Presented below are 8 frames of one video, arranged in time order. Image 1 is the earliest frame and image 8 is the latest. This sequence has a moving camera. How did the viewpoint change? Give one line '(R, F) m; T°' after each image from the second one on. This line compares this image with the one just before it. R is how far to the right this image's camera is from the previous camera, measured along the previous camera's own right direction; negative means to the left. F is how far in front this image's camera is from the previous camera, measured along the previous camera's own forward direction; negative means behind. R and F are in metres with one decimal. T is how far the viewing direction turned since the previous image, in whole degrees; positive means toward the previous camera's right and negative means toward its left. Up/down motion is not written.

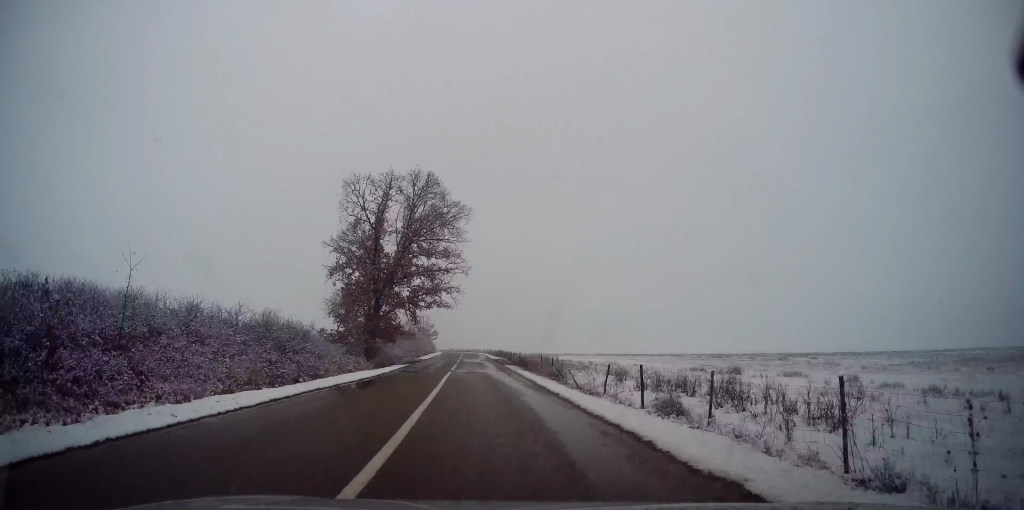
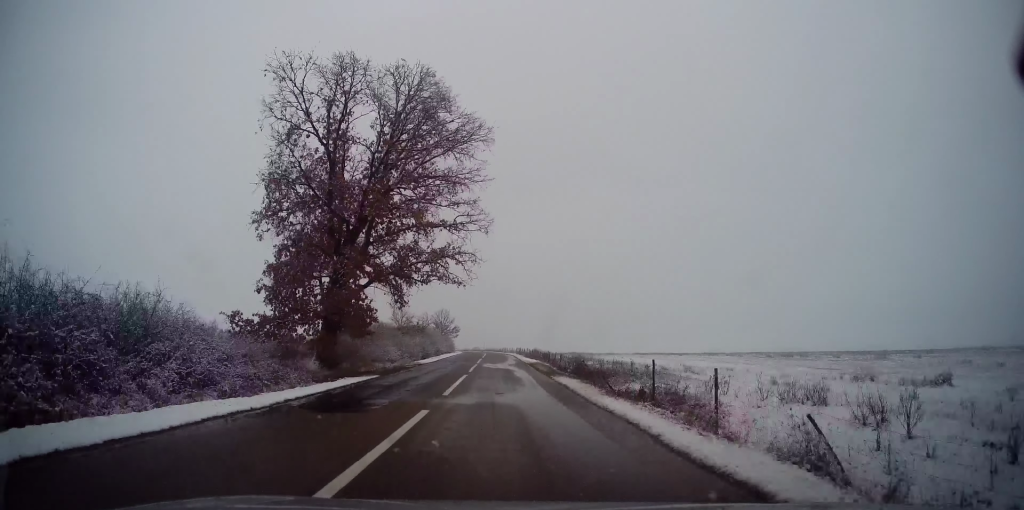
(-0.6, +17.5) m; -3°
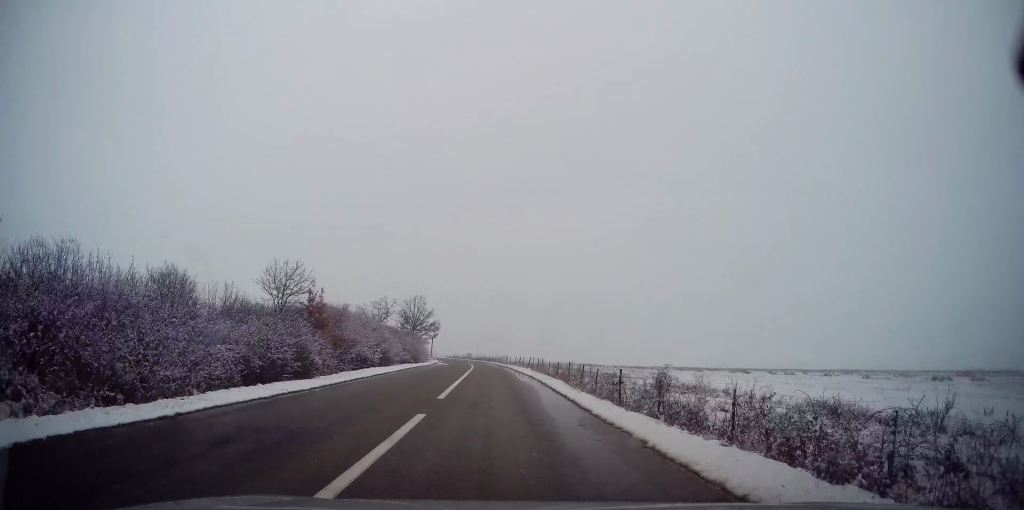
(-0.7, +36.6) m; -1°
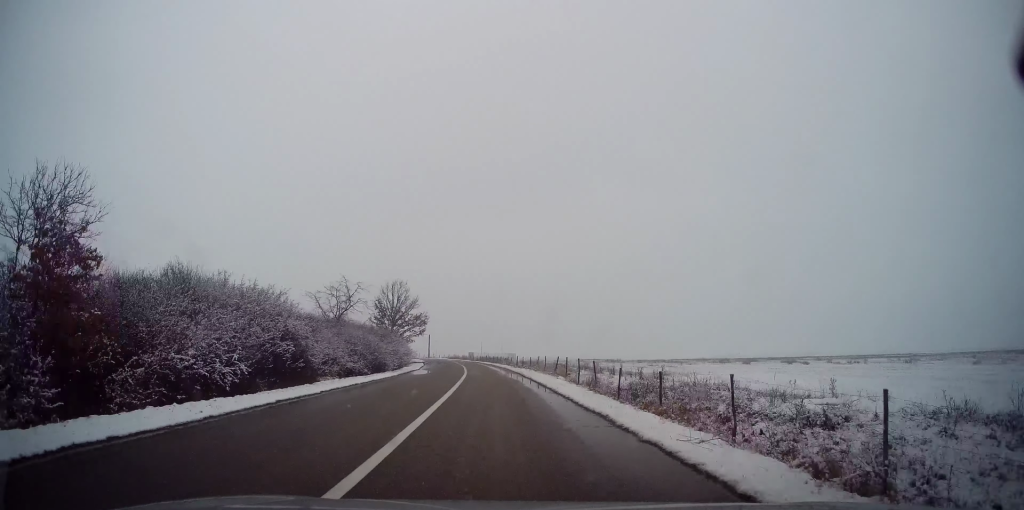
(0.0, +17.5) m; -1°
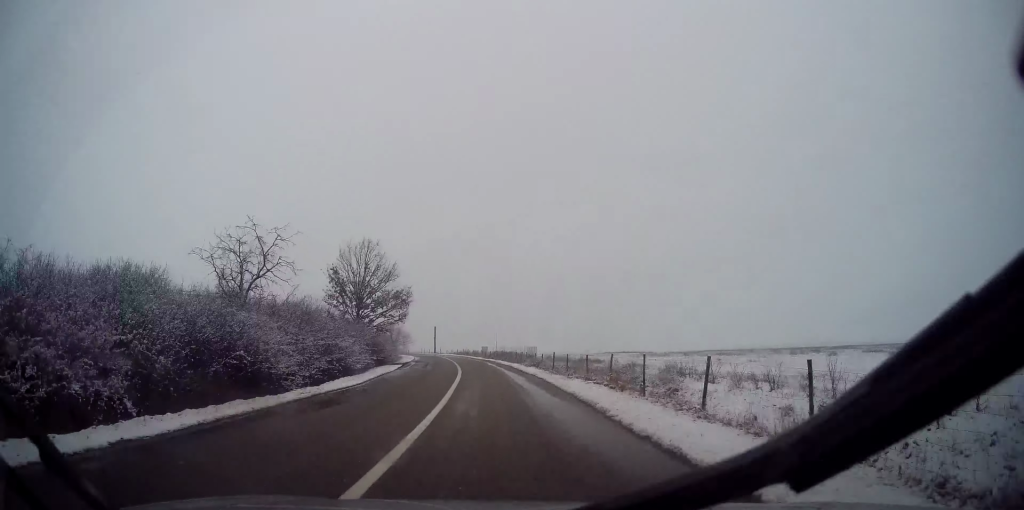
(-0.3, +19.7) m; -2°
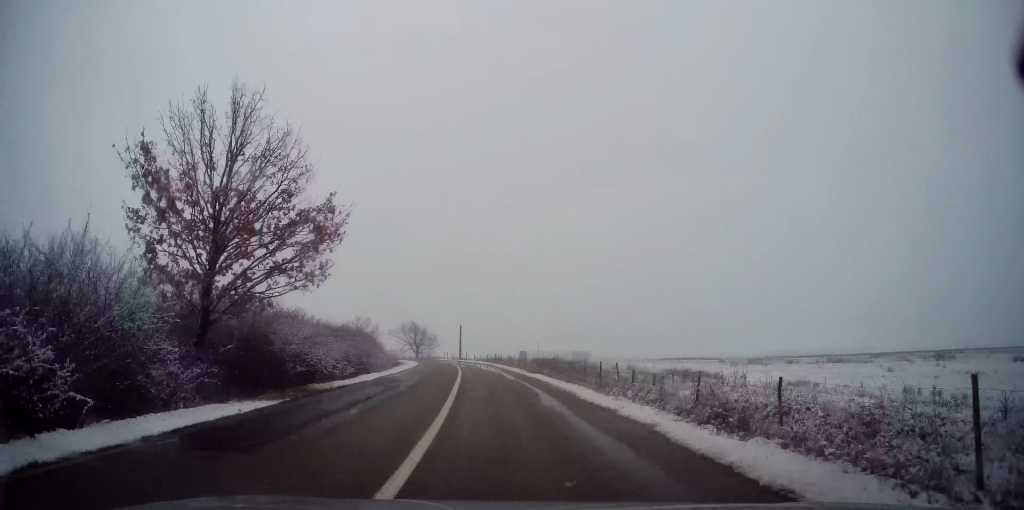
(-0.4, +23.9) m; -3°
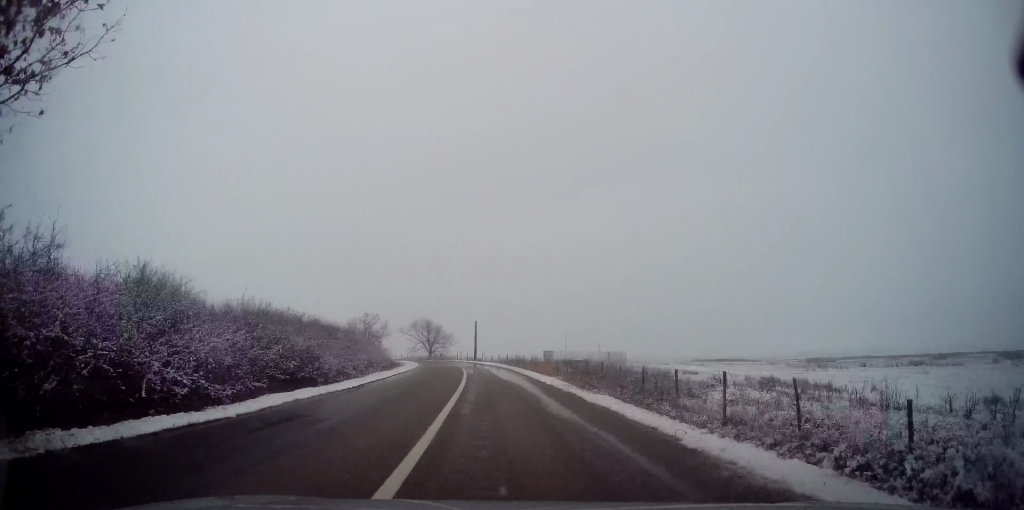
(-0.3, +12.1) m; -2°
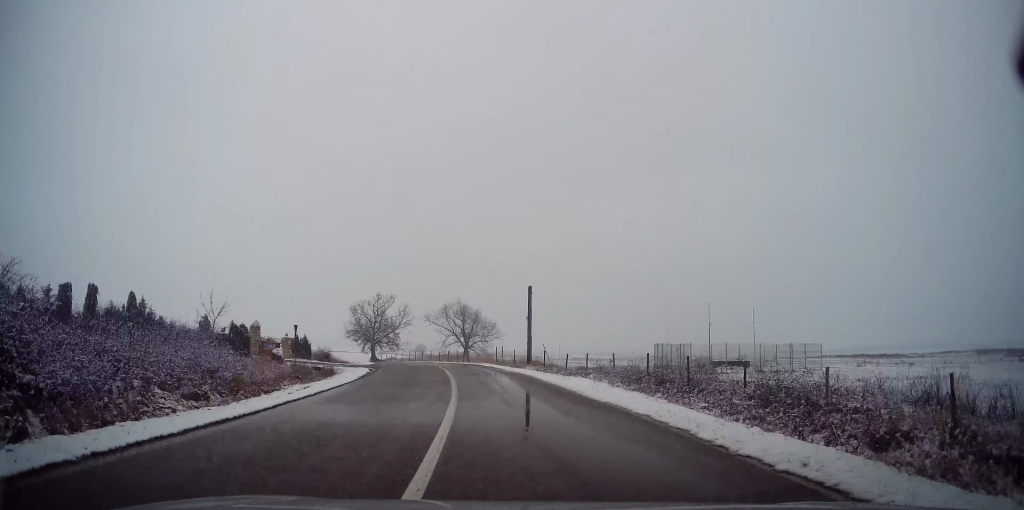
(-2.3, +37.4) m; -7°
